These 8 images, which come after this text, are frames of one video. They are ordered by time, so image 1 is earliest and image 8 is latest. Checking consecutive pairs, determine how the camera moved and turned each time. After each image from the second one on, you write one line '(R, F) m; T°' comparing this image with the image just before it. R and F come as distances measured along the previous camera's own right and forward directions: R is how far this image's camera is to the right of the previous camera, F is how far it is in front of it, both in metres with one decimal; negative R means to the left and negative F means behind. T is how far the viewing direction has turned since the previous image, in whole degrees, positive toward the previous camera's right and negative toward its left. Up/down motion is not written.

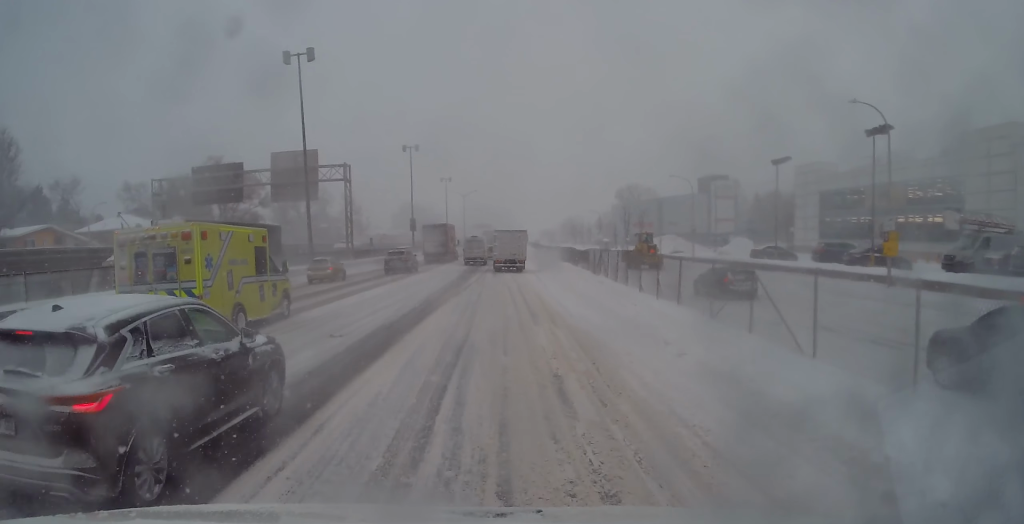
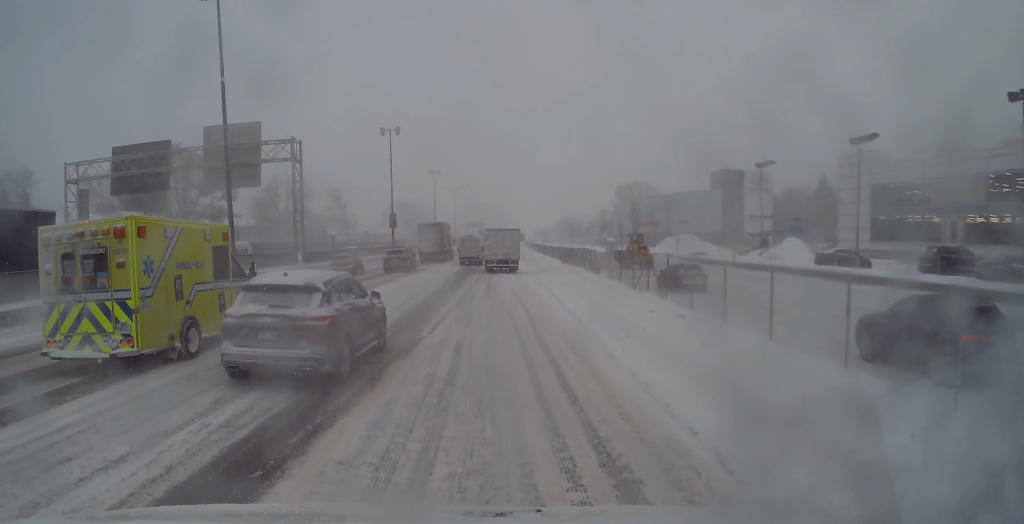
(+0.5, +13.2) m; +1°
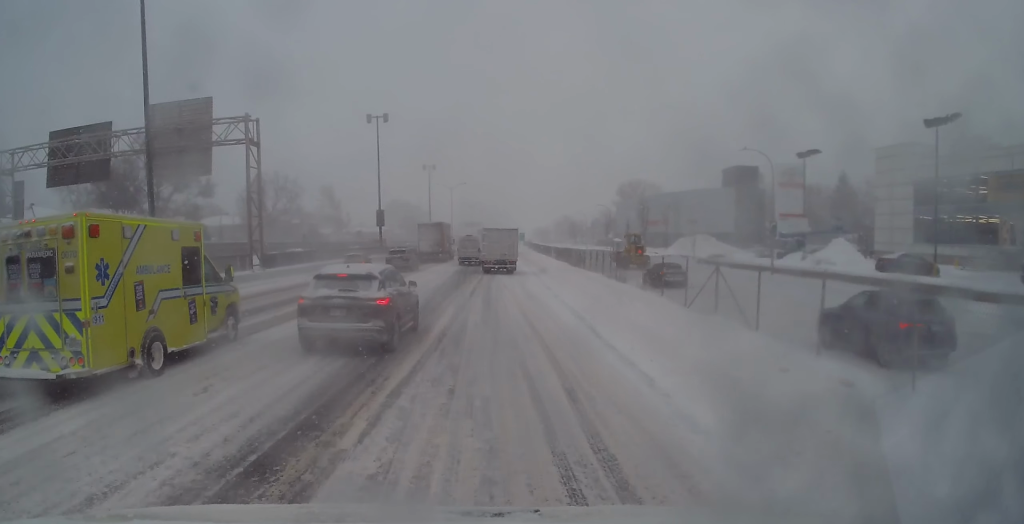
(-0.2, +8.2) m; -1°
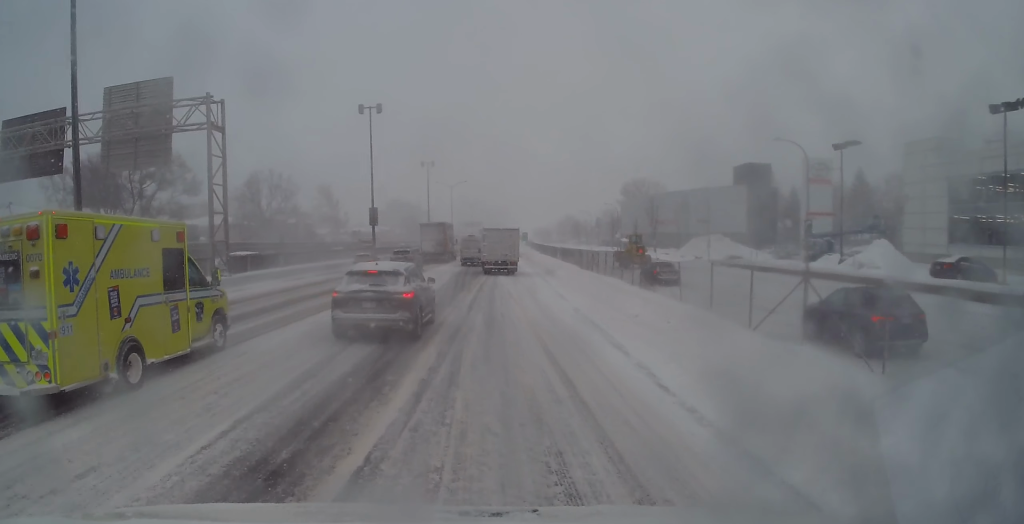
(0.0, +5.2) m; 0°
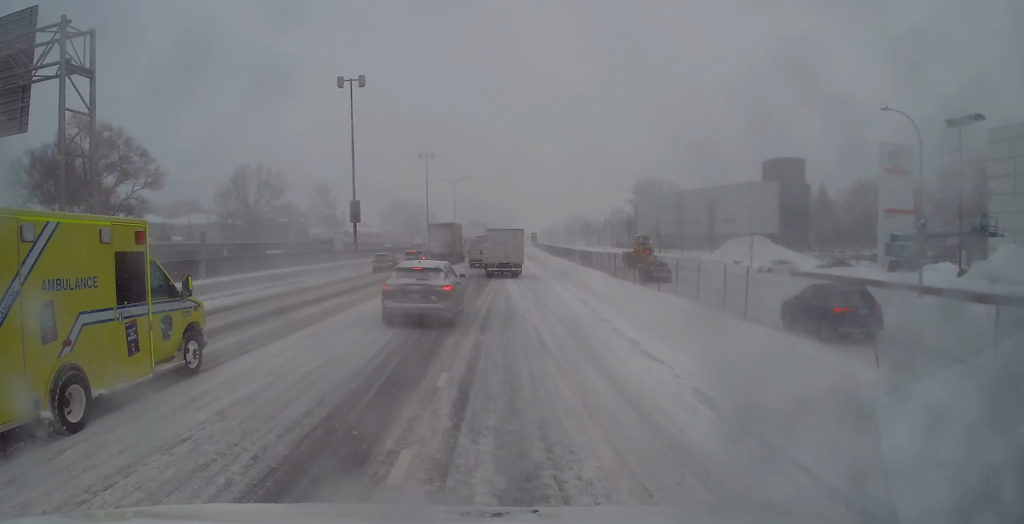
(+0.2, +11.5) m; +1°
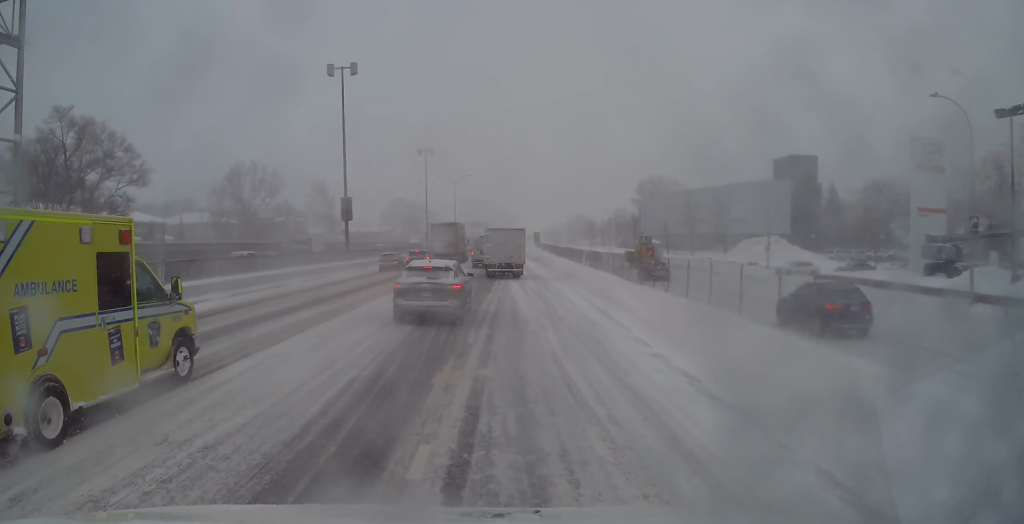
(0.0, +3.7) m; 0°
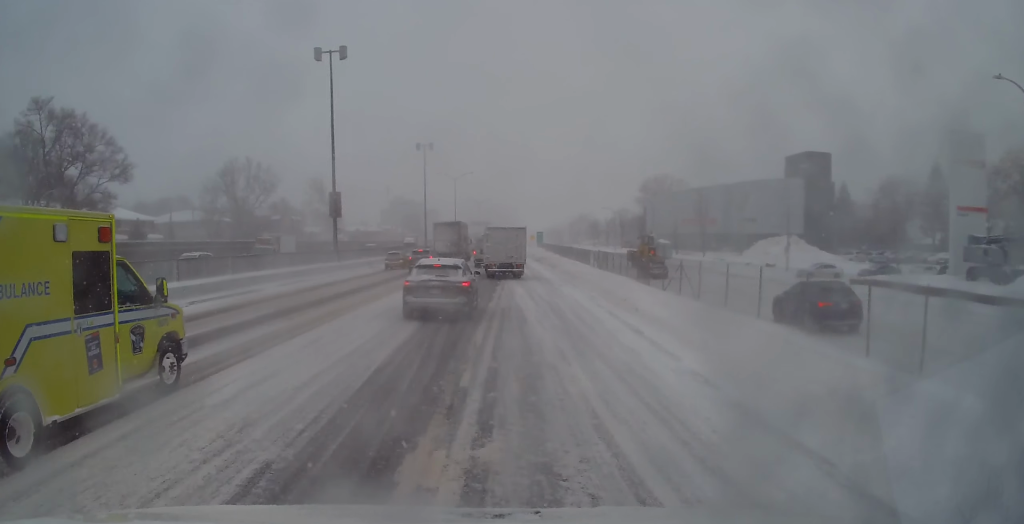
(0.0, +4.0) m; 0°
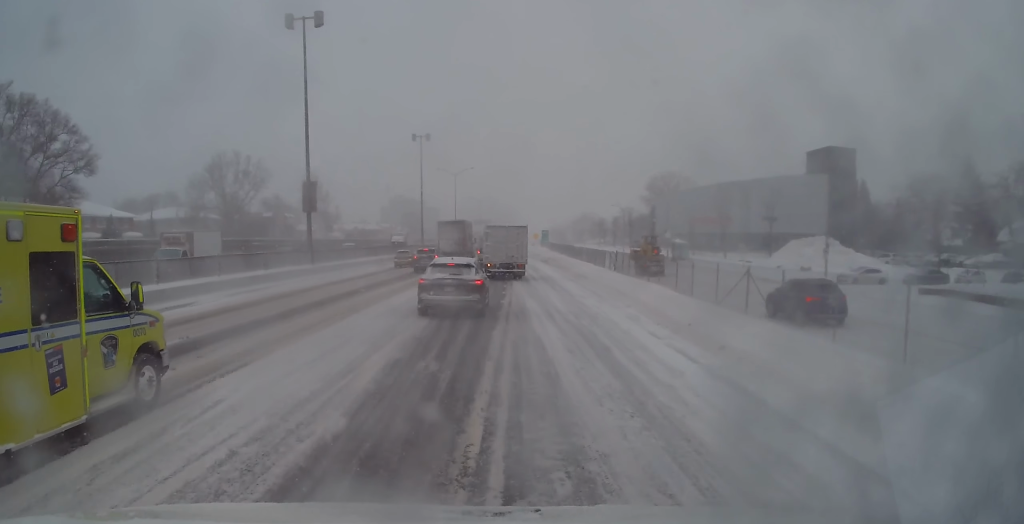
(0.0, +6.8) m; 0°
